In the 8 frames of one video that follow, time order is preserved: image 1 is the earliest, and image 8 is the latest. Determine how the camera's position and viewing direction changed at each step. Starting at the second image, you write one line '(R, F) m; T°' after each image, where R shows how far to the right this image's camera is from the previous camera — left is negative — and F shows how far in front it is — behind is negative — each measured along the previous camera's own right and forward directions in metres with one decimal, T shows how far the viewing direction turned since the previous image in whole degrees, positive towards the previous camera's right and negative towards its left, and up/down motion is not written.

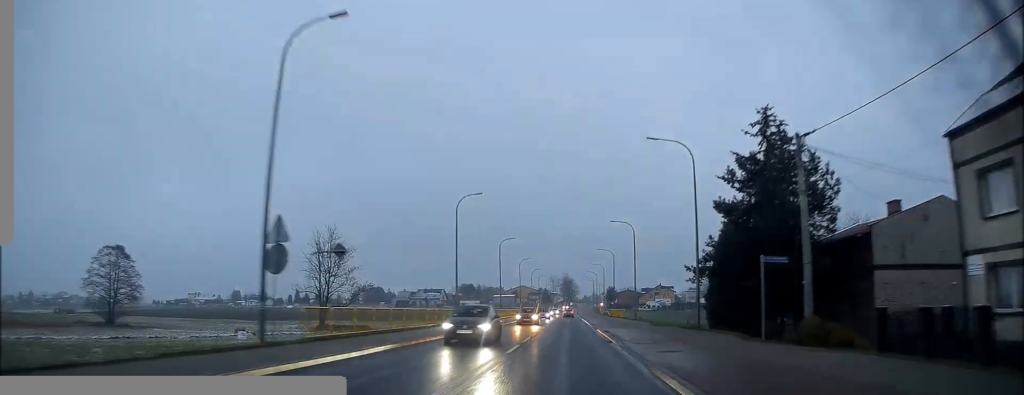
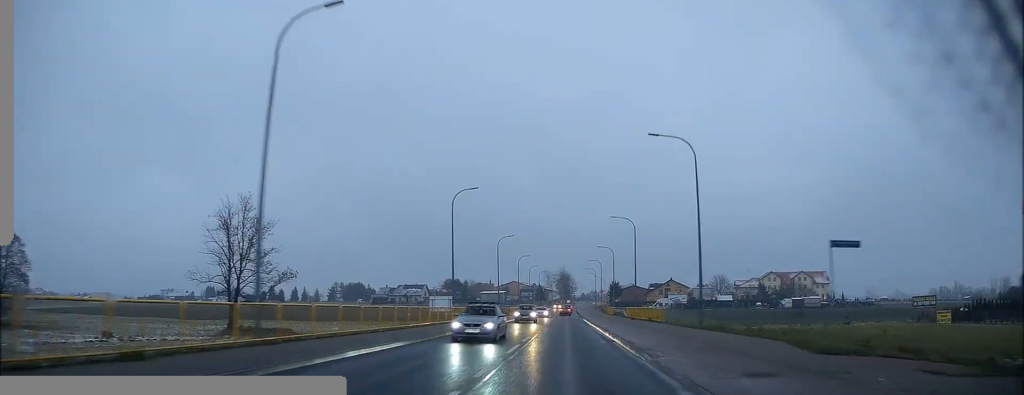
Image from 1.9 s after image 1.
(+0.1, +30.6) m; 0°
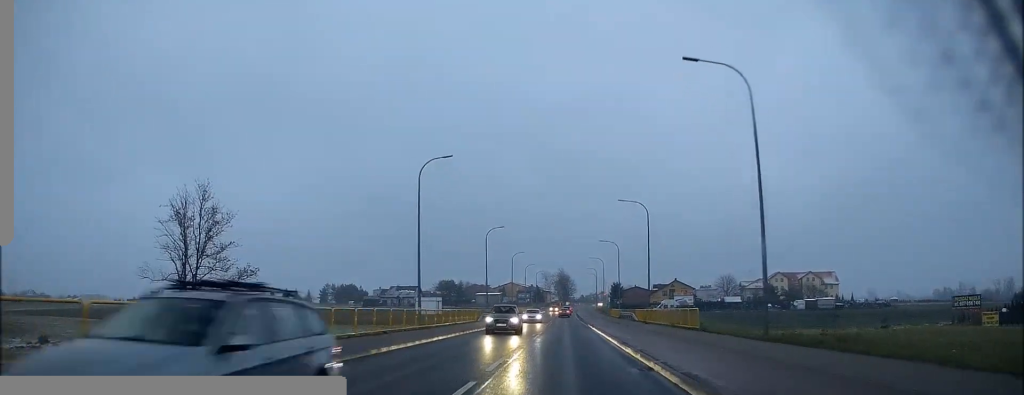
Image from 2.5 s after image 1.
(0.0, +10.2) m; 0°
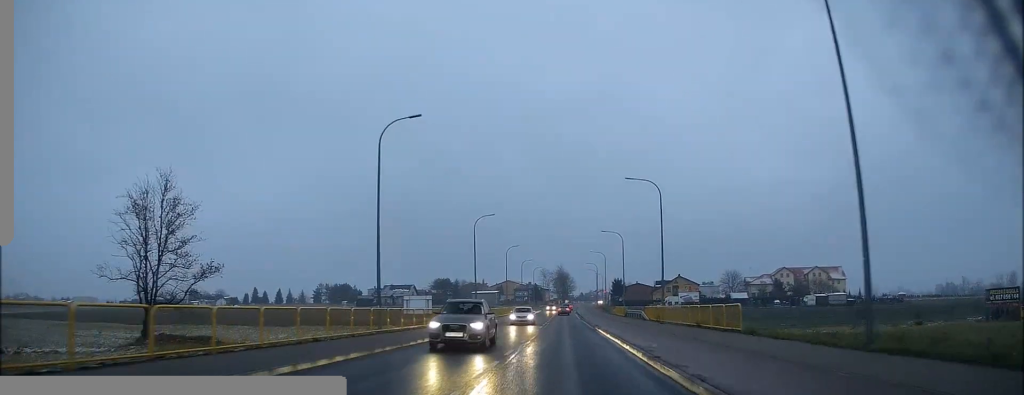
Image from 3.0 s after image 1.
(0.0, +7.5) m; 0°
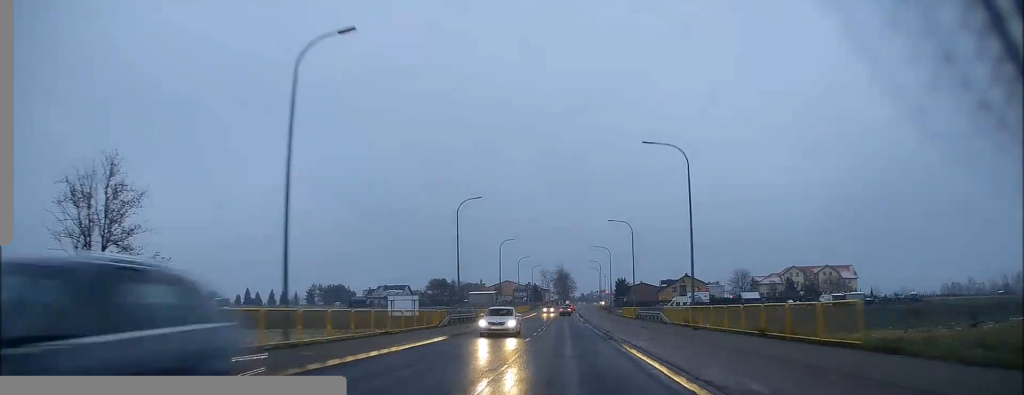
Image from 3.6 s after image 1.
(0.0, +9.7) m; 0°
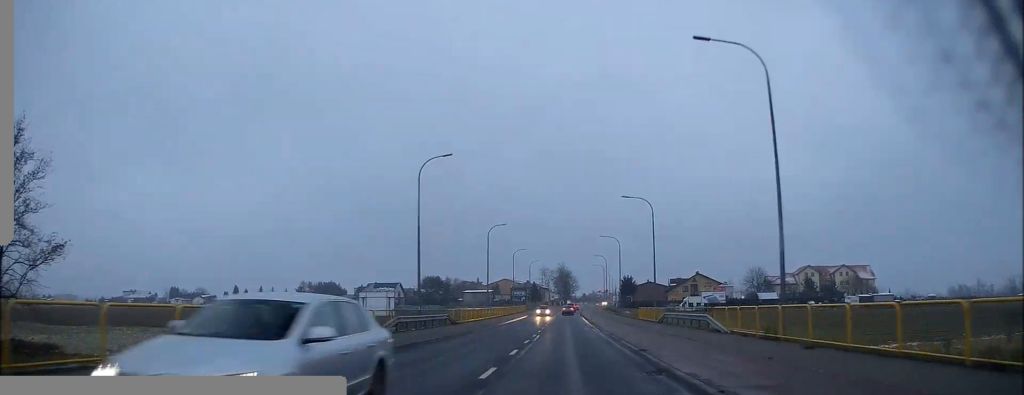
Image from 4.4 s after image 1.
(0.0, +13.5) m; 0°
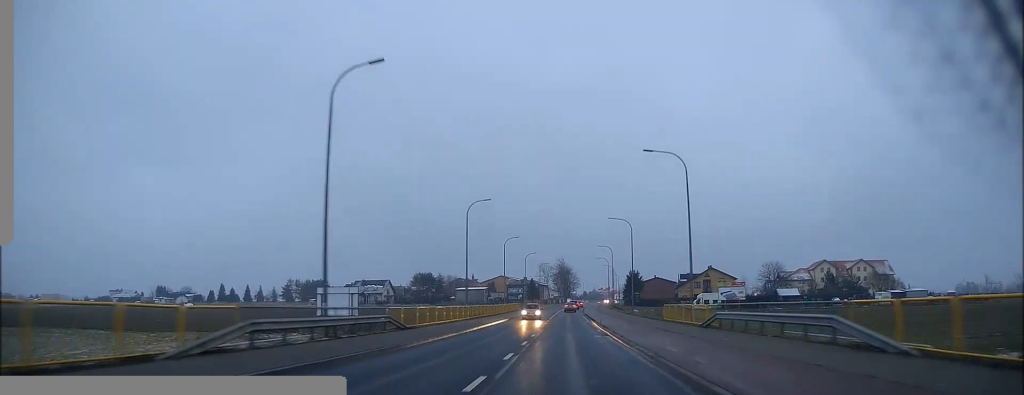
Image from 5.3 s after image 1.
(0.0, +14.1) m; 0°
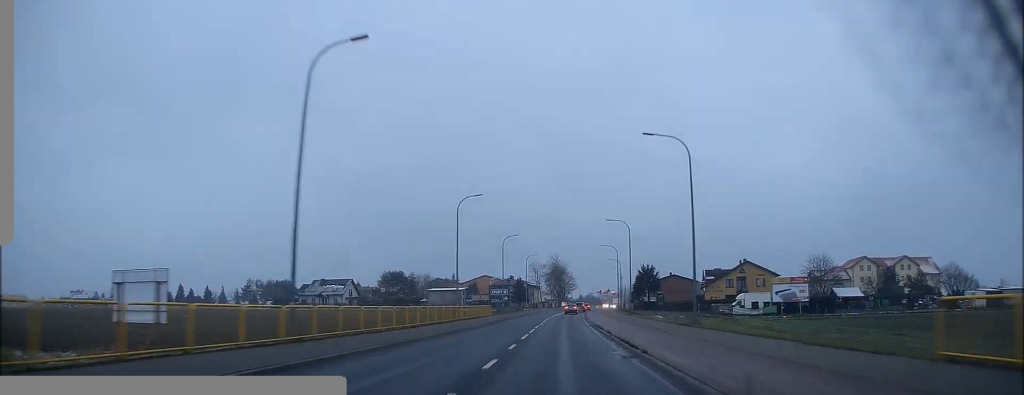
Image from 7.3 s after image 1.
(+0.5, +32.3) m; 0°
